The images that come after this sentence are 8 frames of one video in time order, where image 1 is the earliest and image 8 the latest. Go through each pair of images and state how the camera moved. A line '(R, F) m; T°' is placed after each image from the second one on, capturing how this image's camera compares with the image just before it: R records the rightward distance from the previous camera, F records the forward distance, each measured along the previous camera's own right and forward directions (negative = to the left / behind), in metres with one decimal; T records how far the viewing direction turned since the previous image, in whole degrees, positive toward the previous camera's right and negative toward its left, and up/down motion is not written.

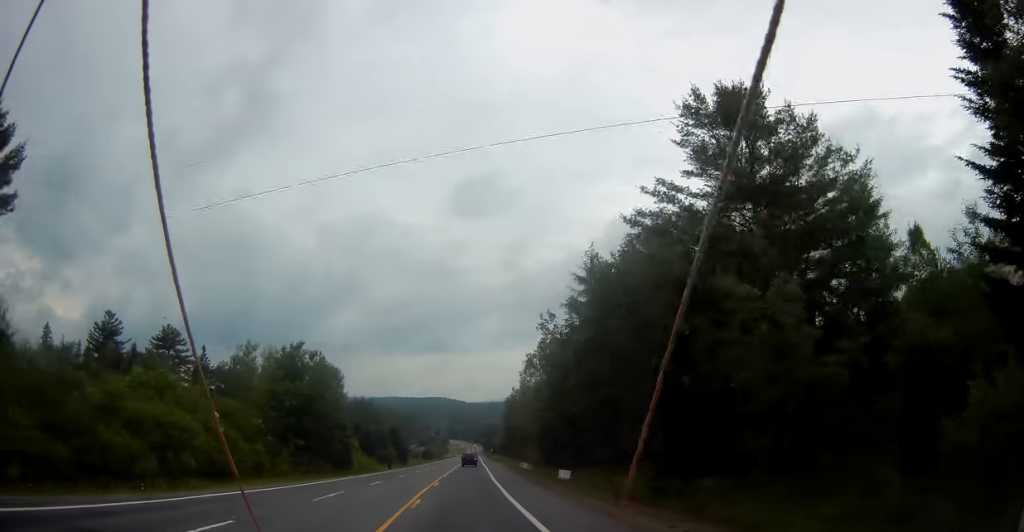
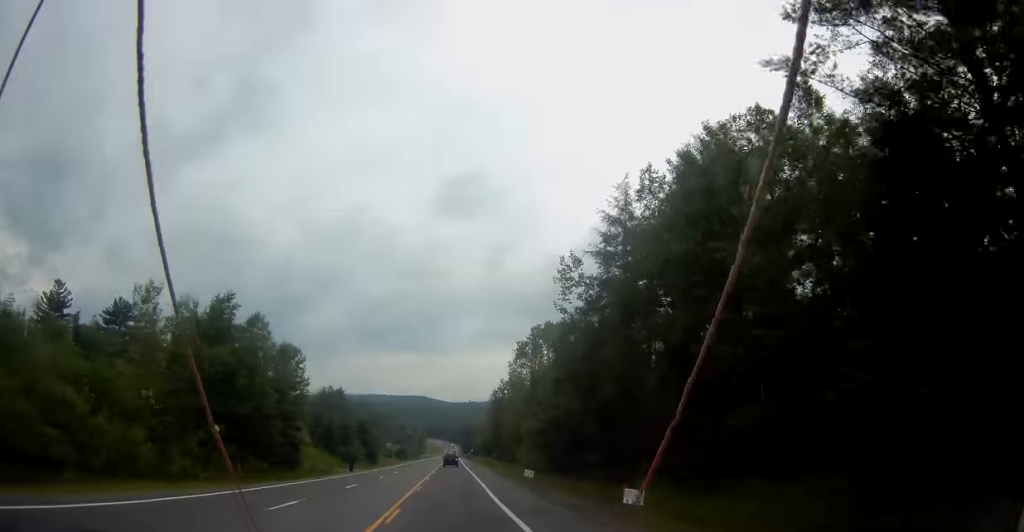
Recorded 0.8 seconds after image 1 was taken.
(0.0, +15.7) m; +2°
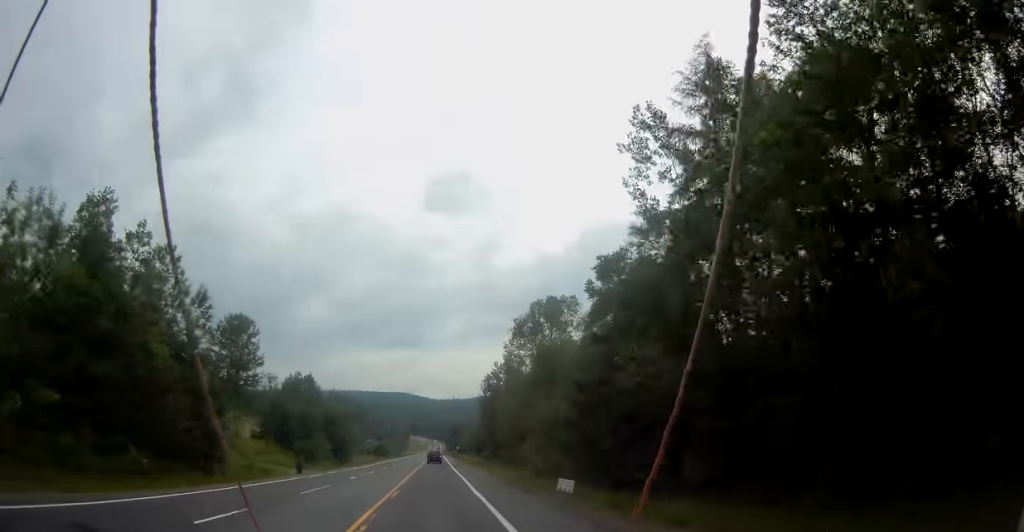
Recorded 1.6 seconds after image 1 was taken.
(+0.6, +16.8) m; +1°
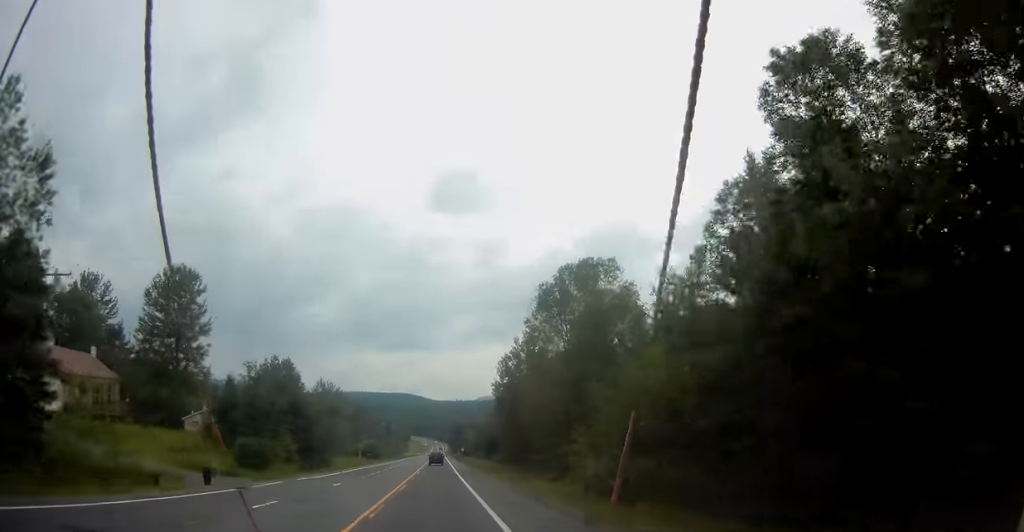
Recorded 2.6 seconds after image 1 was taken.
(-0.3, +19.2) m; 0°
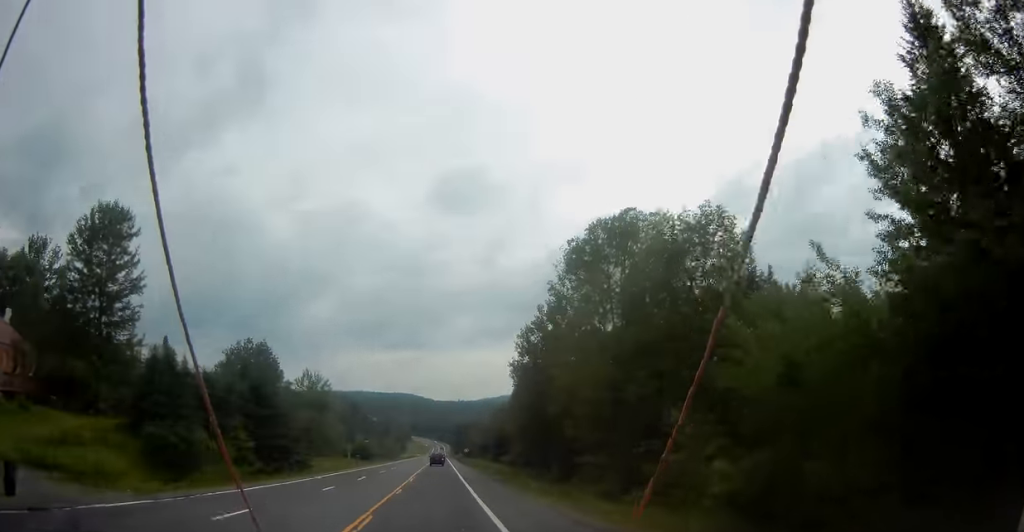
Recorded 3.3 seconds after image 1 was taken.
(+0.2, +14.9) m; +1°
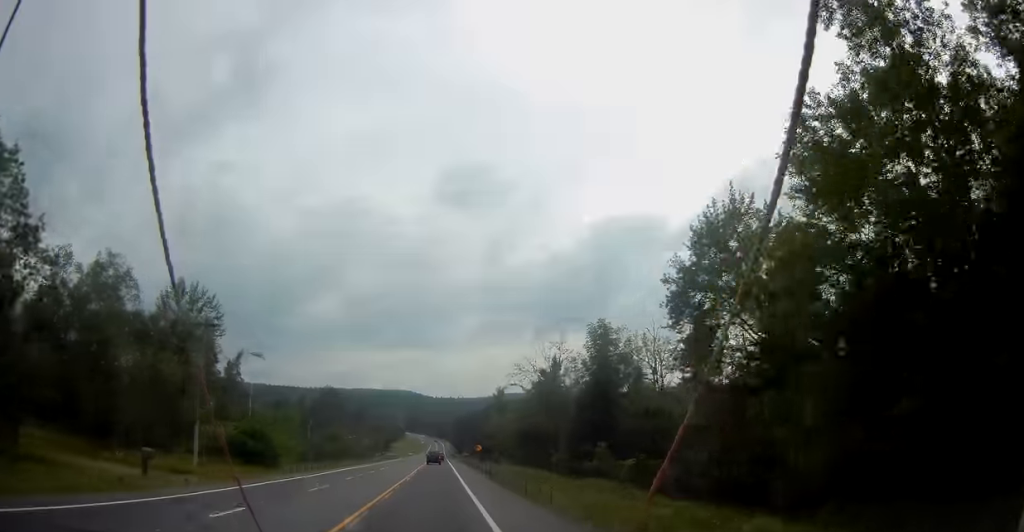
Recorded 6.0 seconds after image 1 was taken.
(-0.1, +60.8) m; 0°
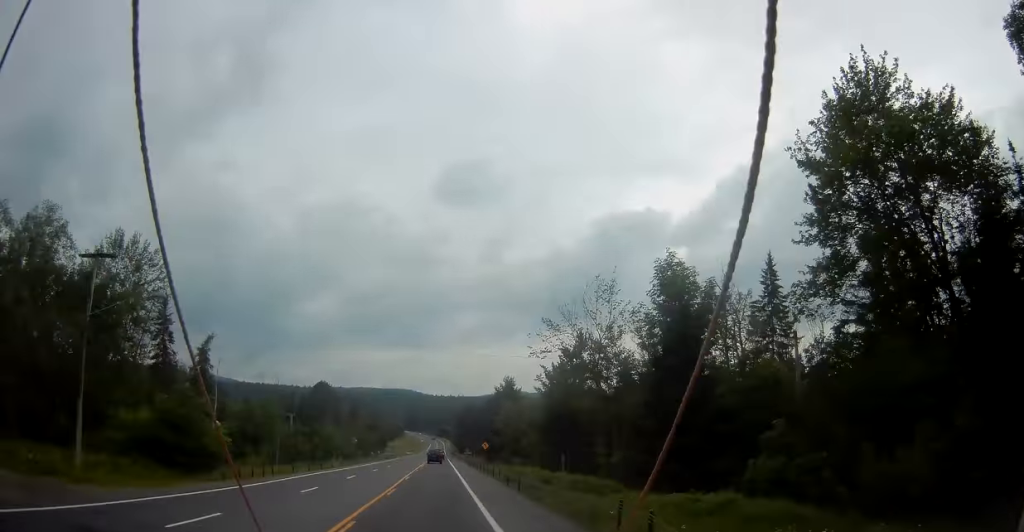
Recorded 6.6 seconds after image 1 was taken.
(+0.1, +13.4) m; 0°
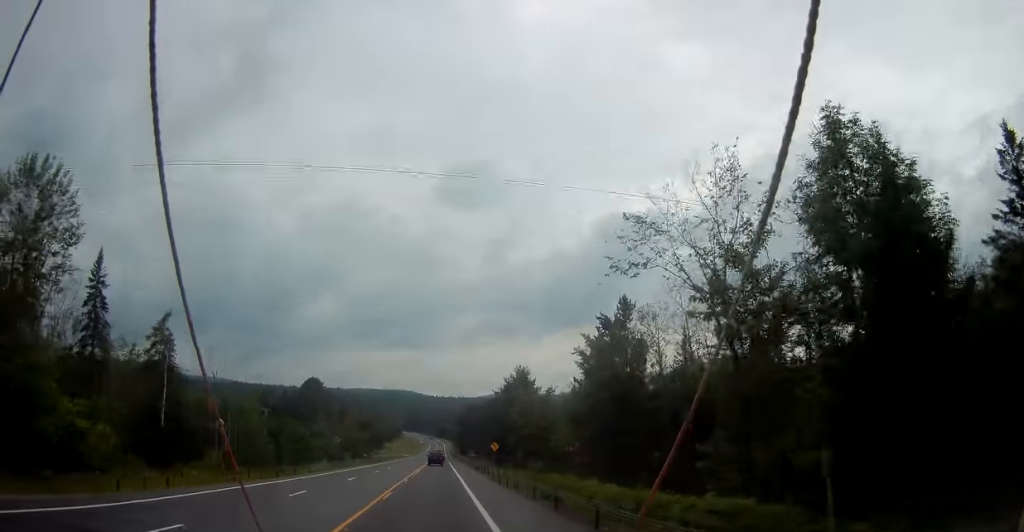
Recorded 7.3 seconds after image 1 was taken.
(0.0, +14.3) m; 0°
